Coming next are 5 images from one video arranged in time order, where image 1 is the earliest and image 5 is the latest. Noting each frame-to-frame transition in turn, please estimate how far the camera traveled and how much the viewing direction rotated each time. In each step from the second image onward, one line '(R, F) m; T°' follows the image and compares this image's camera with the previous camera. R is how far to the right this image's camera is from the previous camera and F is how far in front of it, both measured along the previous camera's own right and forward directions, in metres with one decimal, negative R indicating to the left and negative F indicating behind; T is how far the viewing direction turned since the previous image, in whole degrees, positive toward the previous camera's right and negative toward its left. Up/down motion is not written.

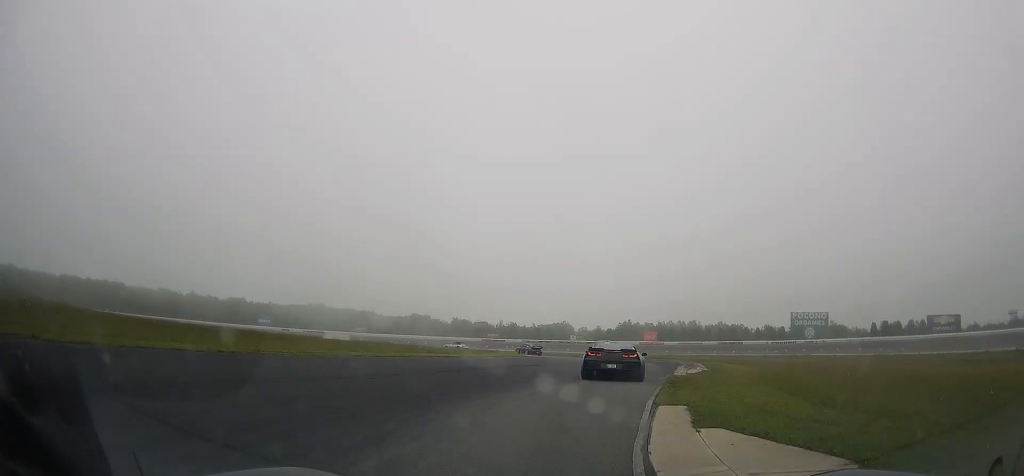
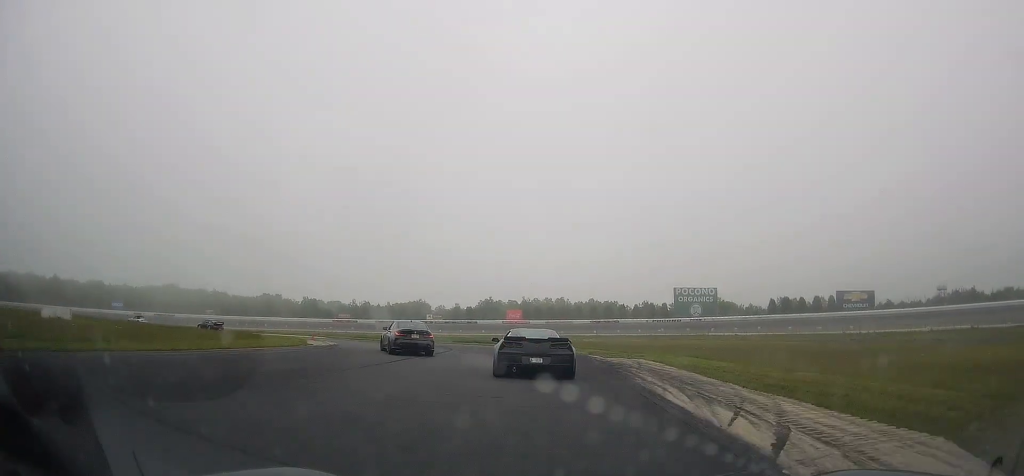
(+1.9, +25.5) m; +8°
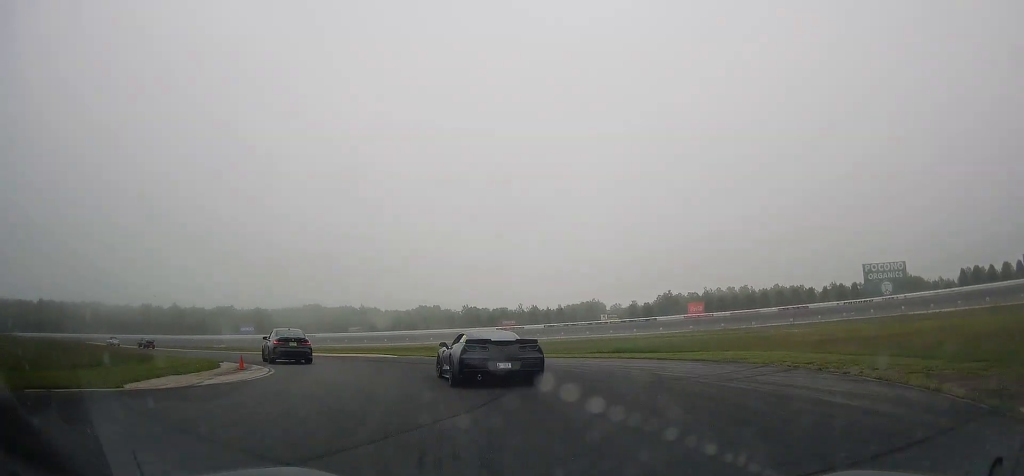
(-0.8, +23.3) m; -14°
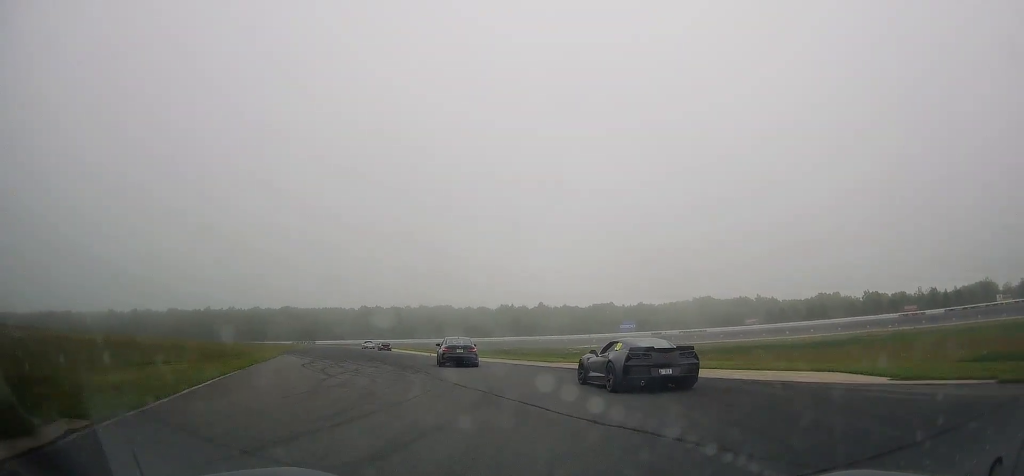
(-7.9, +22.2) m; -36°
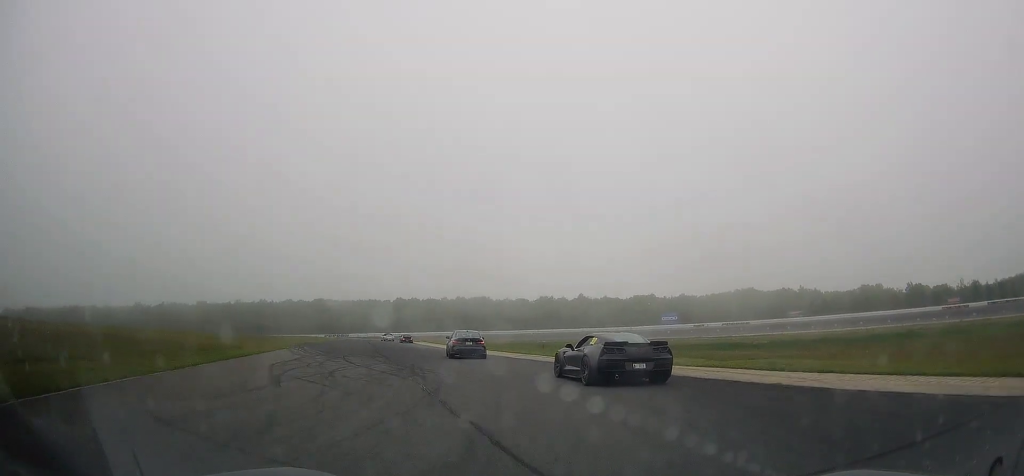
(-0.5, +6.5) m; -6°
